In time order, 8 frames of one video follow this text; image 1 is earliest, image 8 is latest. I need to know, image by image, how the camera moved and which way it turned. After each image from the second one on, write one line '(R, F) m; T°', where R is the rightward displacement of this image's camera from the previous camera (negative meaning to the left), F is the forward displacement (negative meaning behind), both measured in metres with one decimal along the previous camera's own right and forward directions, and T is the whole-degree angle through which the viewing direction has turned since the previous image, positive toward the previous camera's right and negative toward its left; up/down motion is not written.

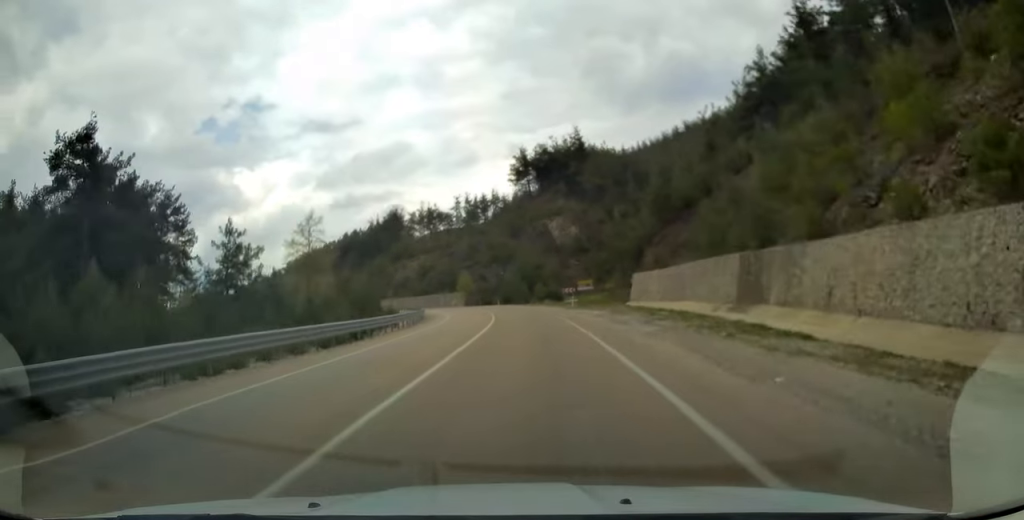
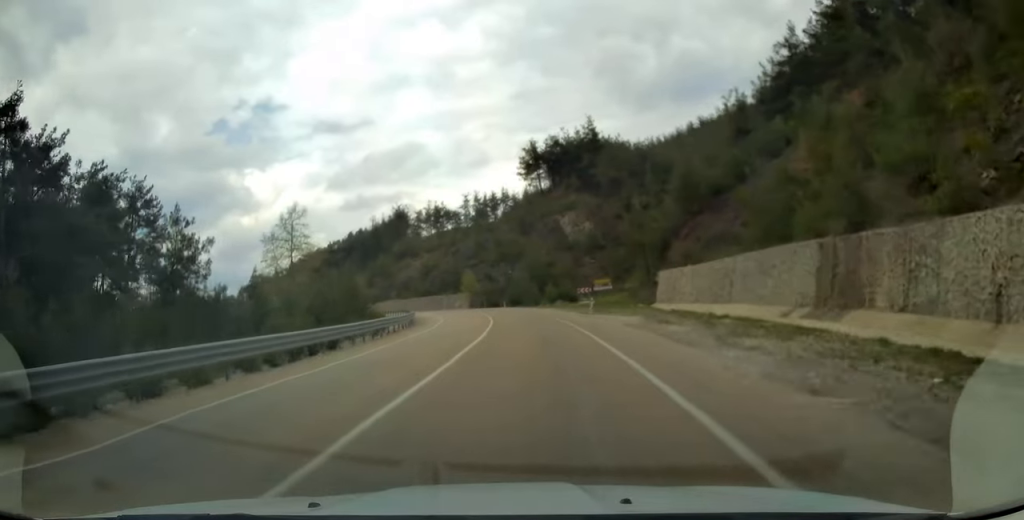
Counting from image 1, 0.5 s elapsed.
(-0.2, +9.6) m; -1°
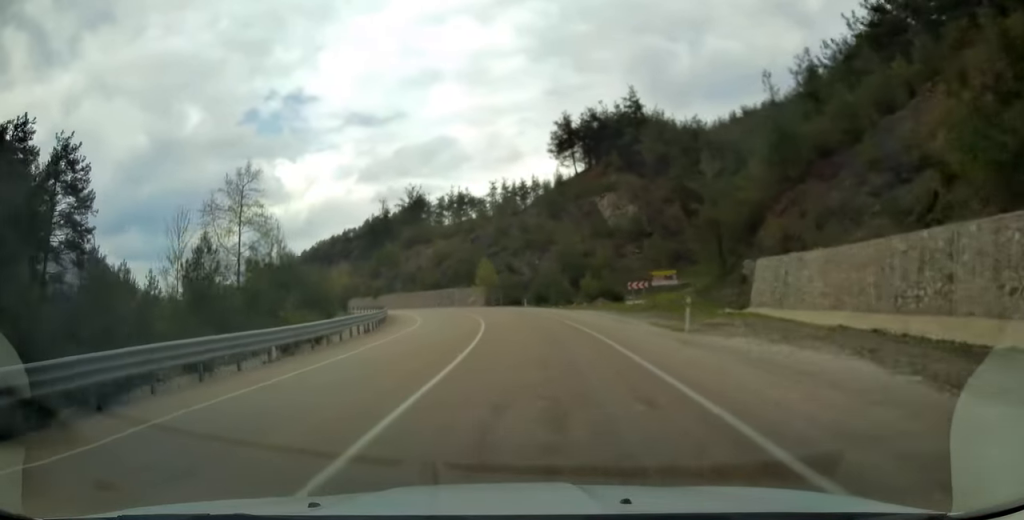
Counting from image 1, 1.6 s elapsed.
(-0.5, +20.4) m; -3°
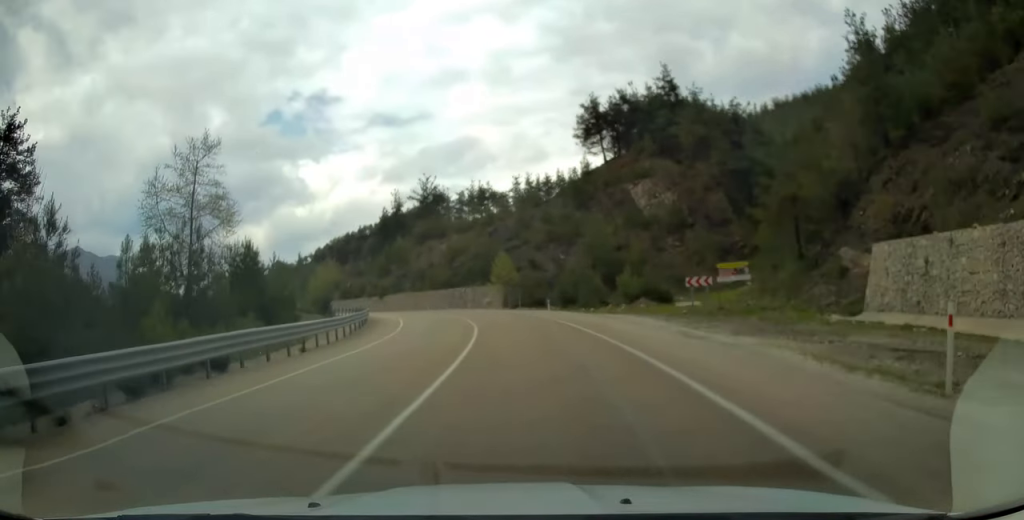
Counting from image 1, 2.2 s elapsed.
(-0.1, +12.0) m; -3°
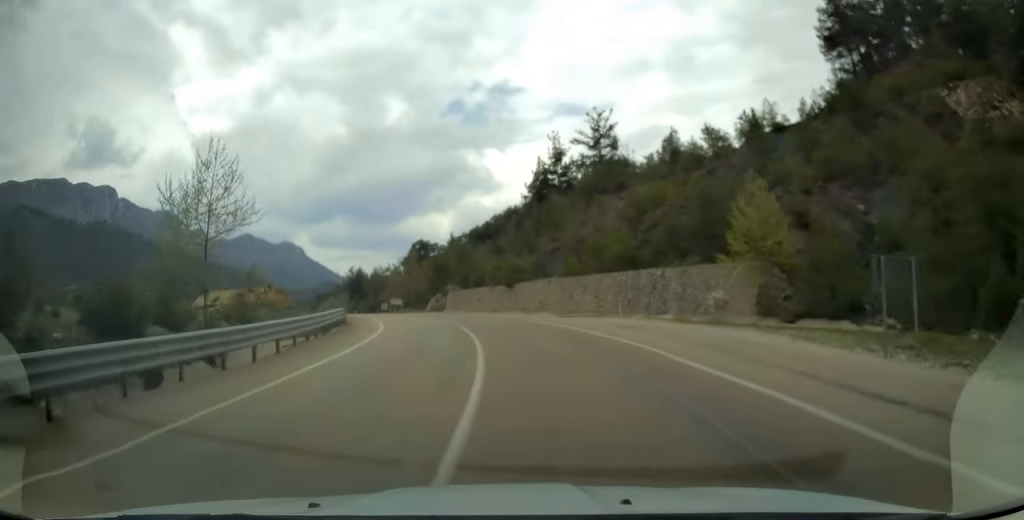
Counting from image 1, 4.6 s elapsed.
(-6.1, +43.6) m; -17°
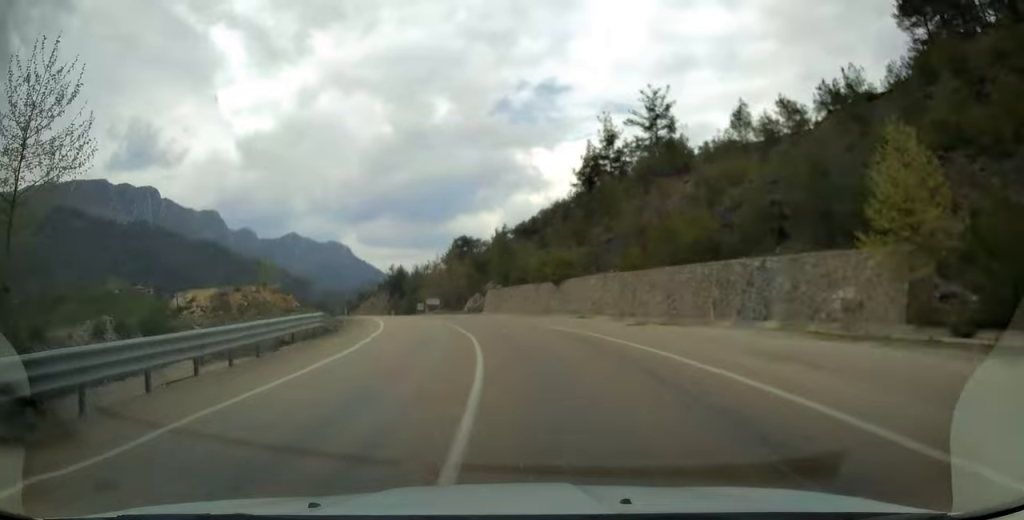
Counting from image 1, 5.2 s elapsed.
(-0.3, +9.9) m; -4°
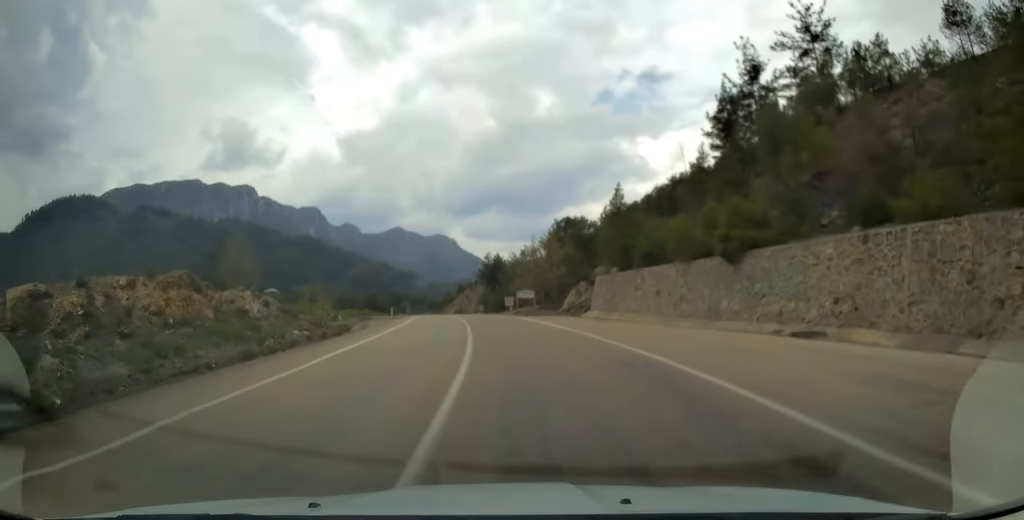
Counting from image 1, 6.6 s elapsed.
(-2.4, +23.6) m; -10°
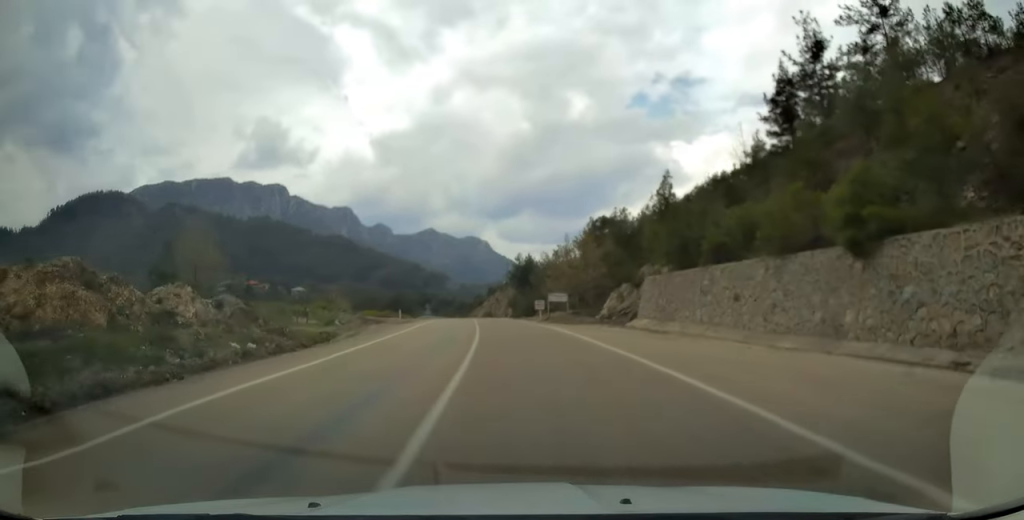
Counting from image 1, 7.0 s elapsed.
(-0.2, +8.1) m; -3°
